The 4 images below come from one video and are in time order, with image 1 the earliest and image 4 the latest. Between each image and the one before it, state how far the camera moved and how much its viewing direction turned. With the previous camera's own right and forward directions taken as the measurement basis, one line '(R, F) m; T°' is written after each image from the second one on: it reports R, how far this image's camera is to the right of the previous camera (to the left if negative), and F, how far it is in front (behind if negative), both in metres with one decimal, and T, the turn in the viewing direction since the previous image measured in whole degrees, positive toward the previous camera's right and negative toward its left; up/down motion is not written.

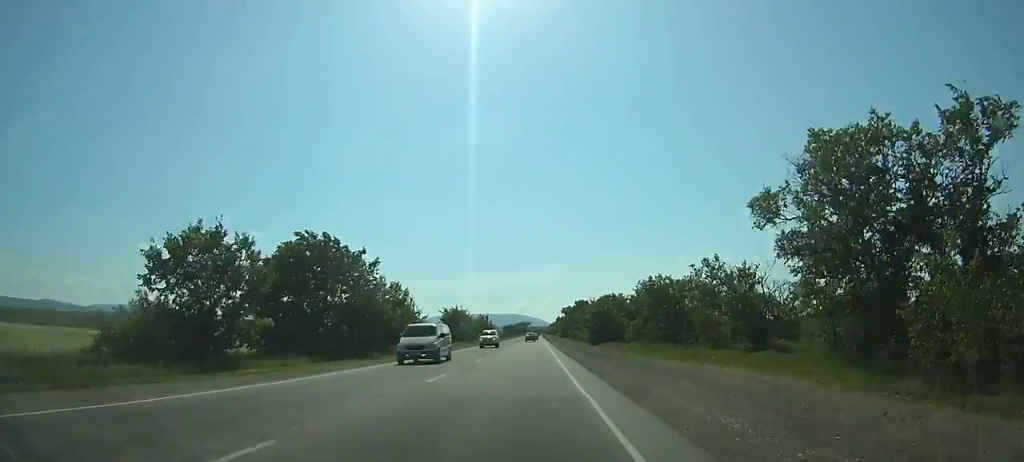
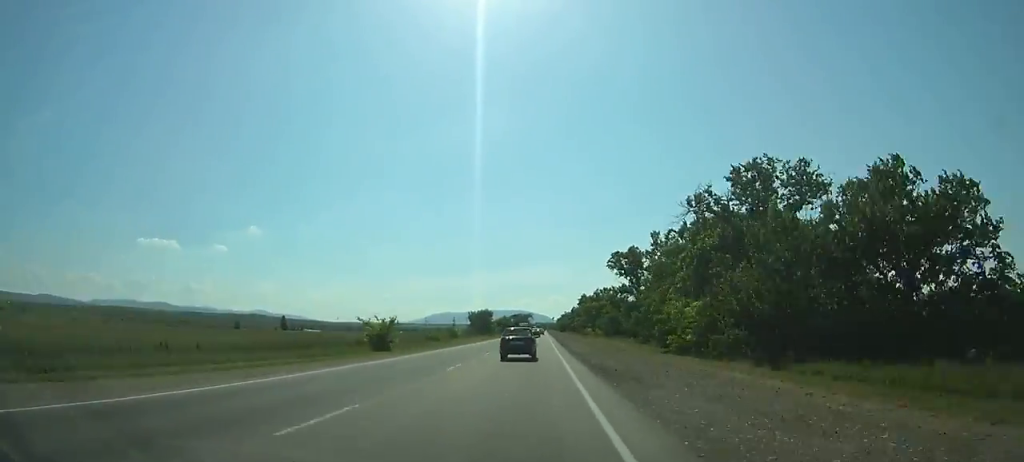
(+0.6, +156.4) m; 0°
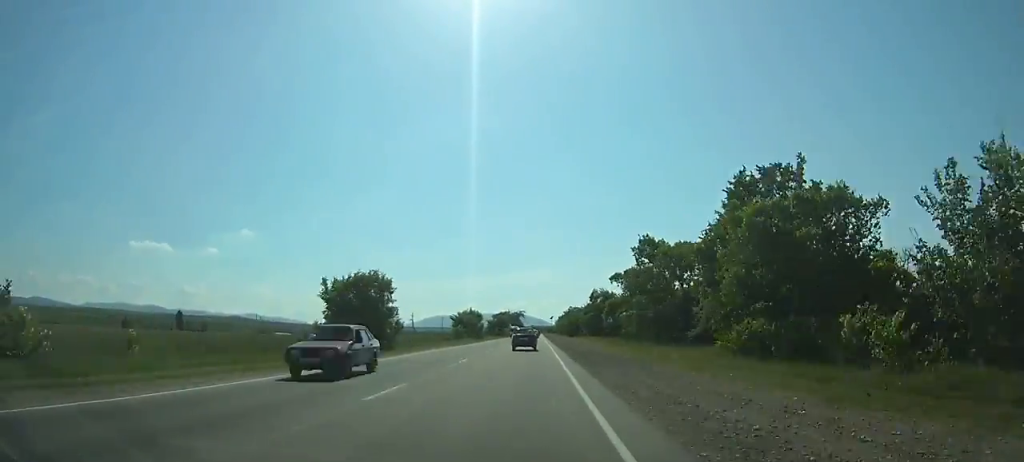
(-0.2, +92.2) m; 0°
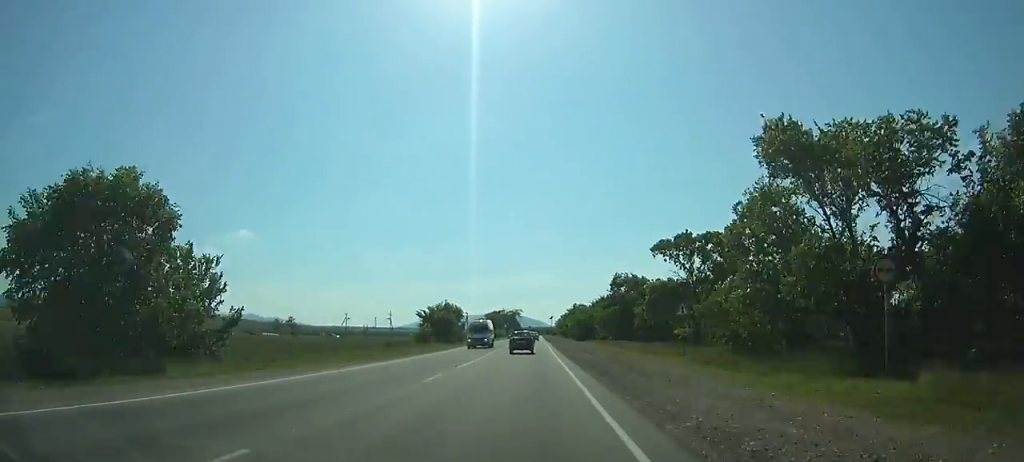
(-0.1, +30.3) m; 0°
